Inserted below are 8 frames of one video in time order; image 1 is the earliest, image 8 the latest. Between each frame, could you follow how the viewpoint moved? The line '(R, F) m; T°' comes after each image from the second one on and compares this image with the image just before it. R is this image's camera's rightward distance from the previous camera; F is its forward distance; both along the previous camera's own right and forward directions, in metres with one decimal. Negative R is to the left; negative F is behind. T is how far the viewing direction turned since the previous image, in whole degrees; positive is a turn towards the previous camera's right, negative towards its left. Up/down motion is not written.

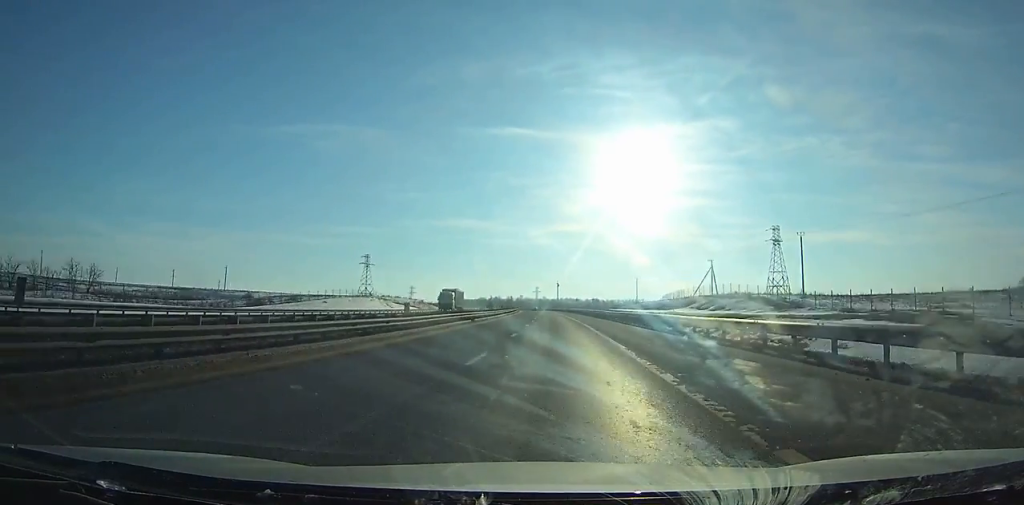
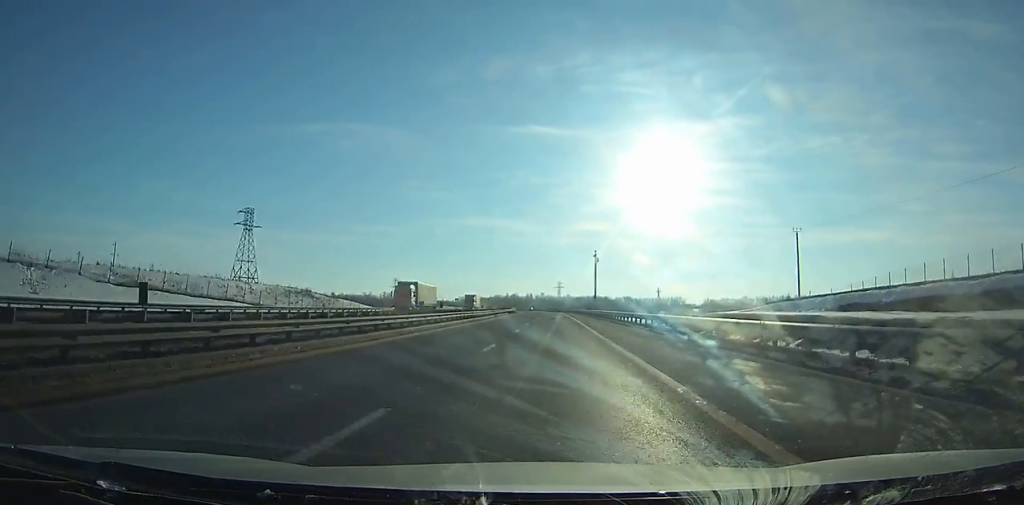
(-2.2, +114.5) m; -2°
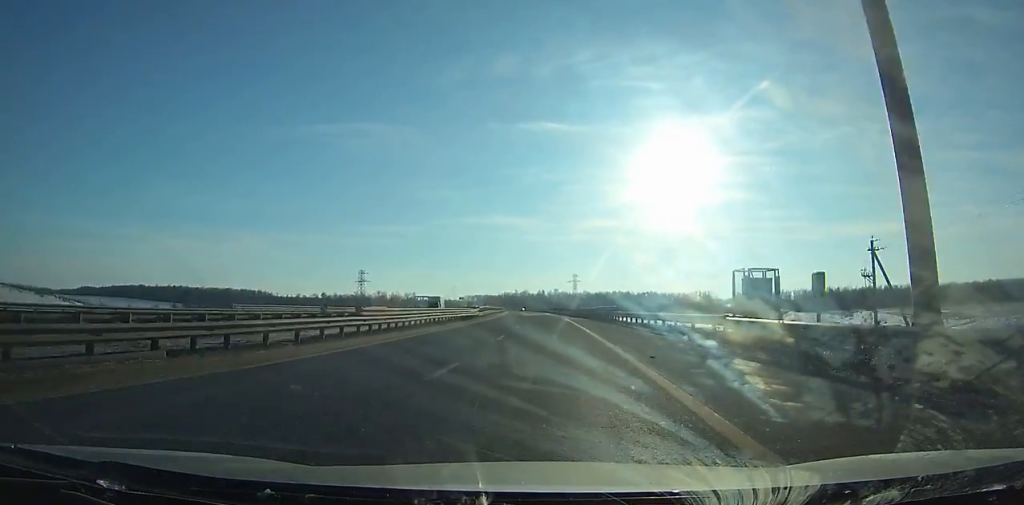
(-1.2, +91.1) m; -2°
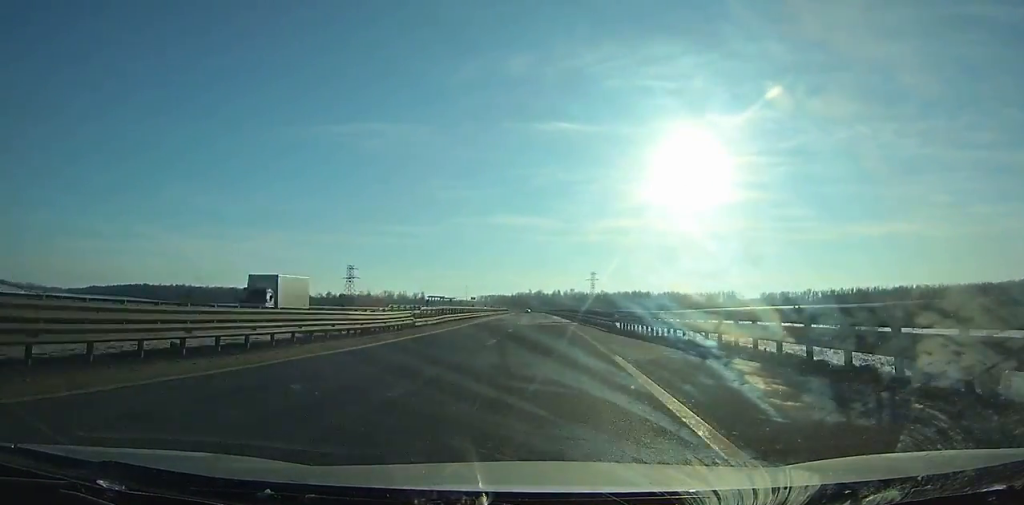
(-0.3, +37.4) m; -1°
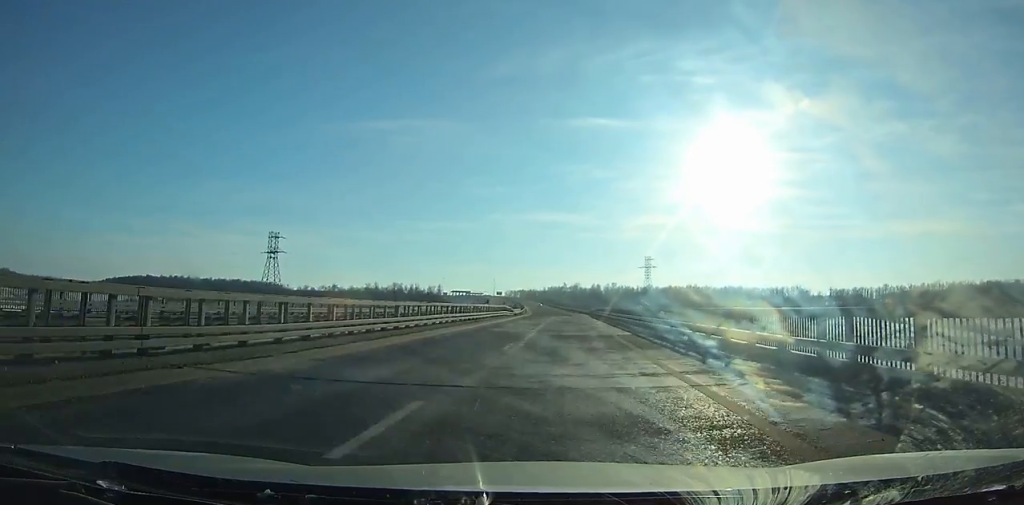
(-3.0, +102.1) m; -2°
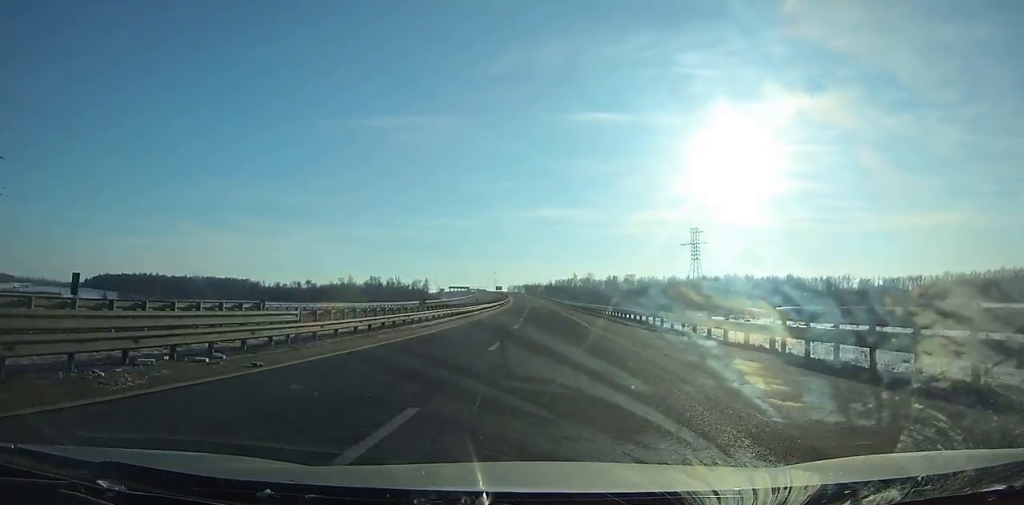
(-1.2, +94.0) m; -2°
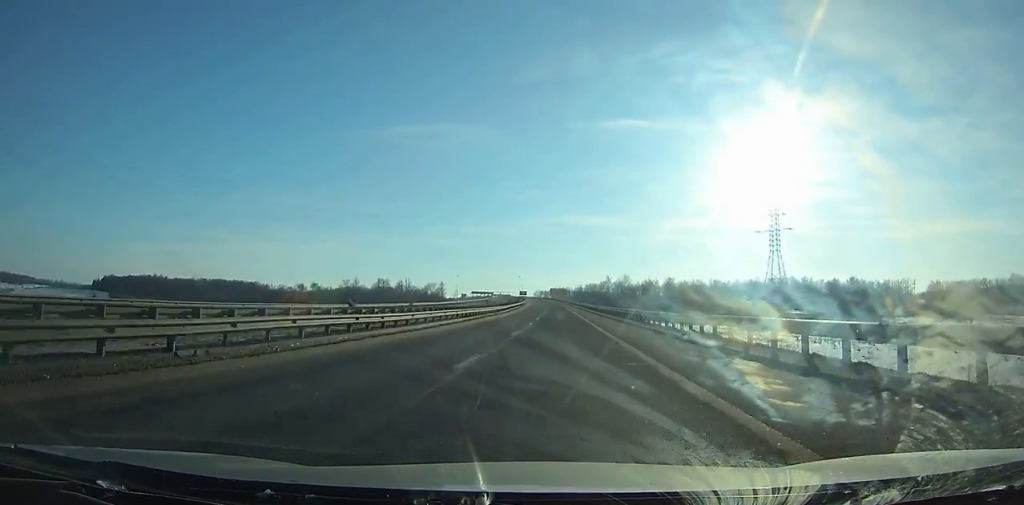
(-0.9, +53.9) m; -1°
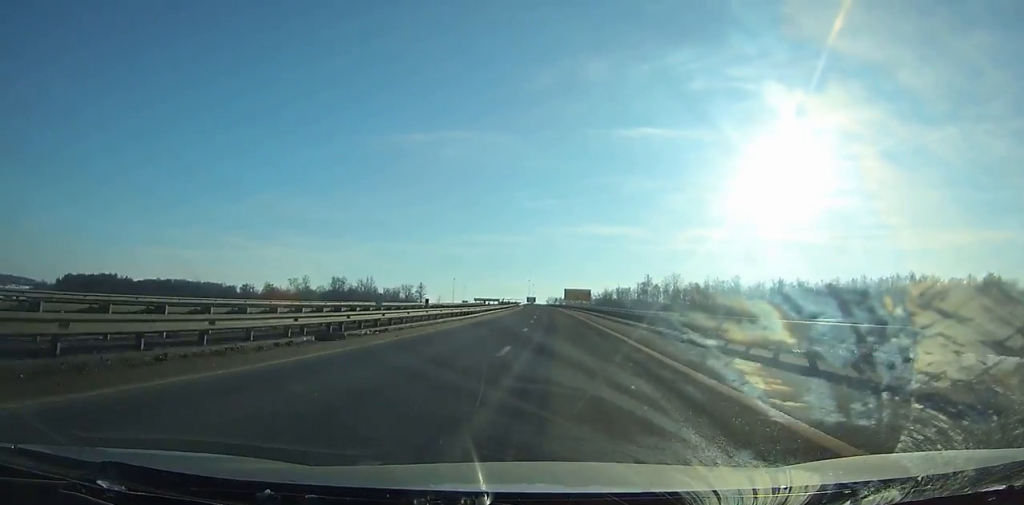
(-2.4, +116.0) m; -2°
